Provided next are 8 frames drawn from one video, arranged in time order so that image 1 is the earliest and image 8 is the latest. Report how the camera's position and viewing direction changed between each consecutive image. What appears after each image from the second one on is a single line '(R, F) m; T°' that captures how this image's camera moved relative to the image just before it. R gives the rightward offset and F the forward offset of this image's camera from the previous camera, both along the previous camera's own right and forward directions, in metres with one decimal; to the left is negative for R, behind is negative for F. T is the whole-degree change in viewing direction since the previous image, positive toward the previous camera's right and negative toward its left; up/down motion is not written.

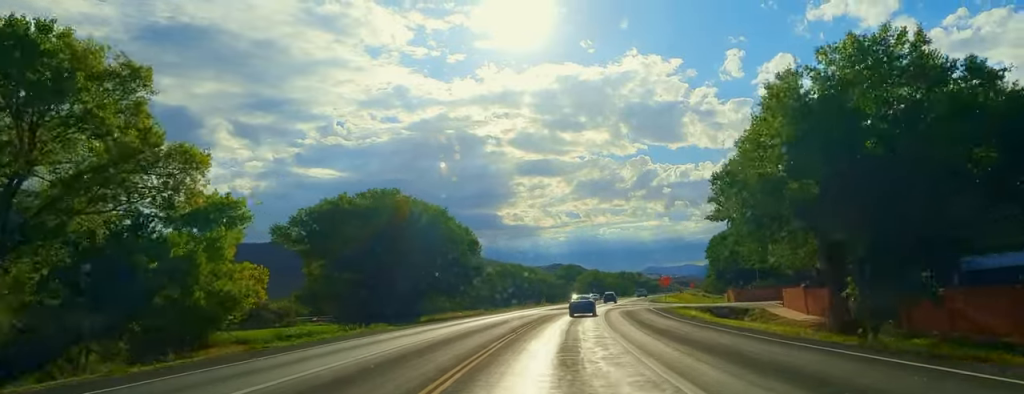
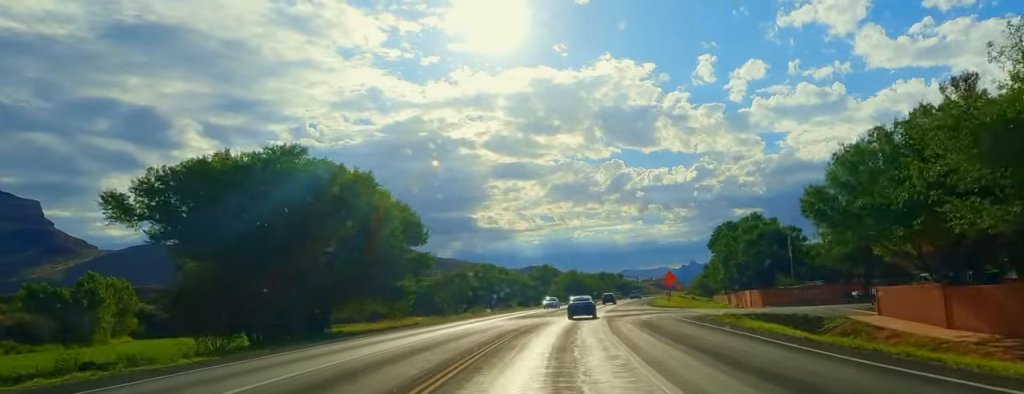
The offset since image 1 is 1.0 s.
(+0.4, +23.1) m; +2°
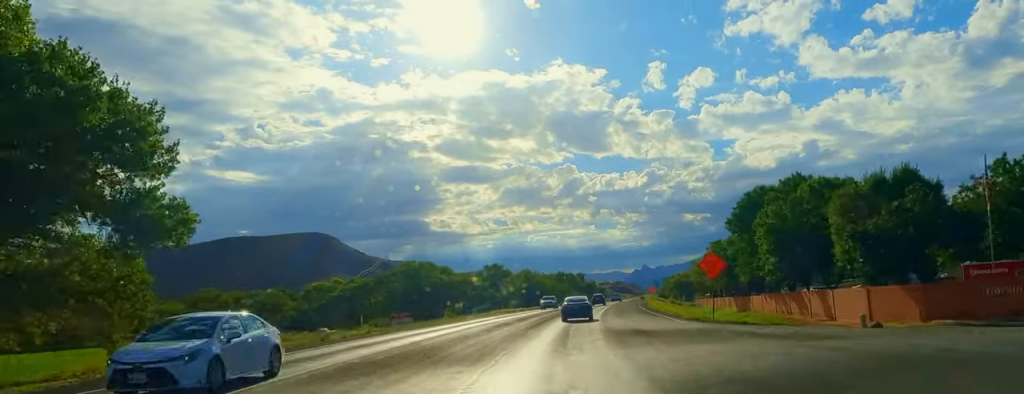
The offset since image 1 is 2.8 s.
(+0.3, +38.7) m; +3°
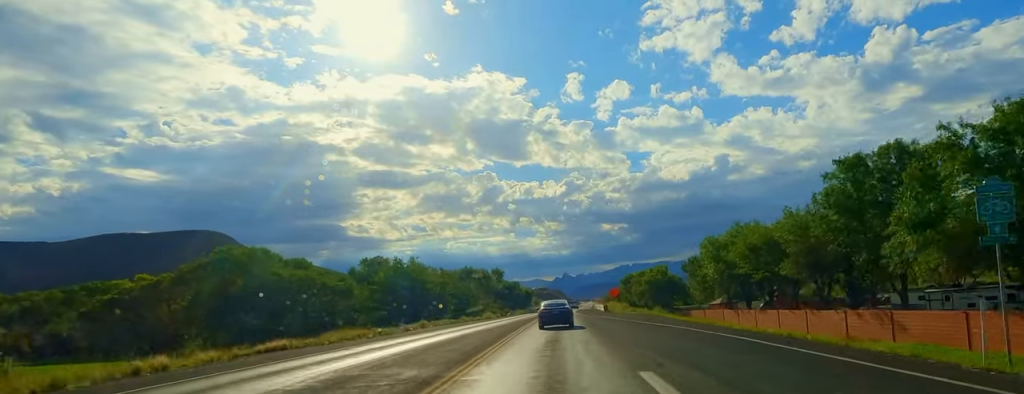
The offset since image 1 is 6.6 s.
(+4.5, +76.3) m; +5°
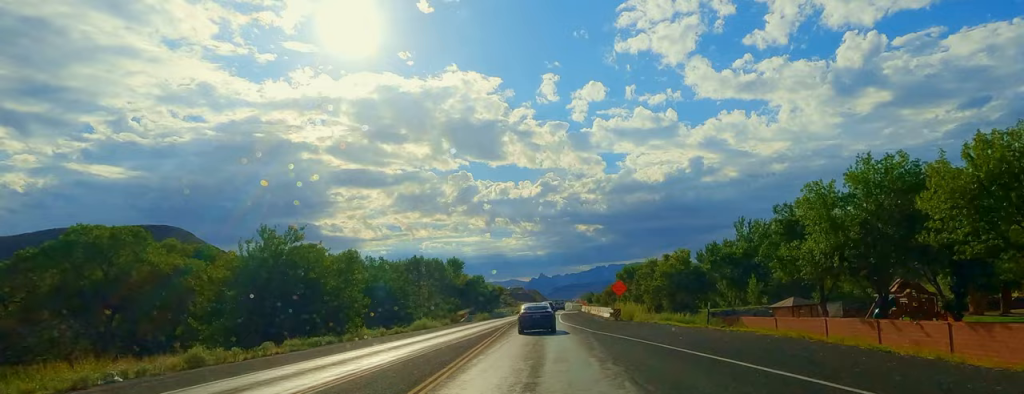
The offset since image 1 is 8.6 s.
(+0.6, +36.8) m; +1°
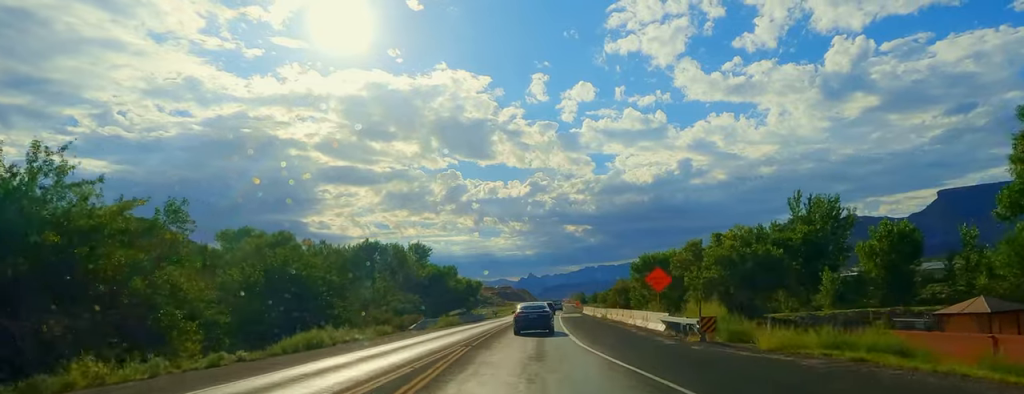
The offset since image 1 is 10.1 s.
(+0.1, +27.8) m; 0°
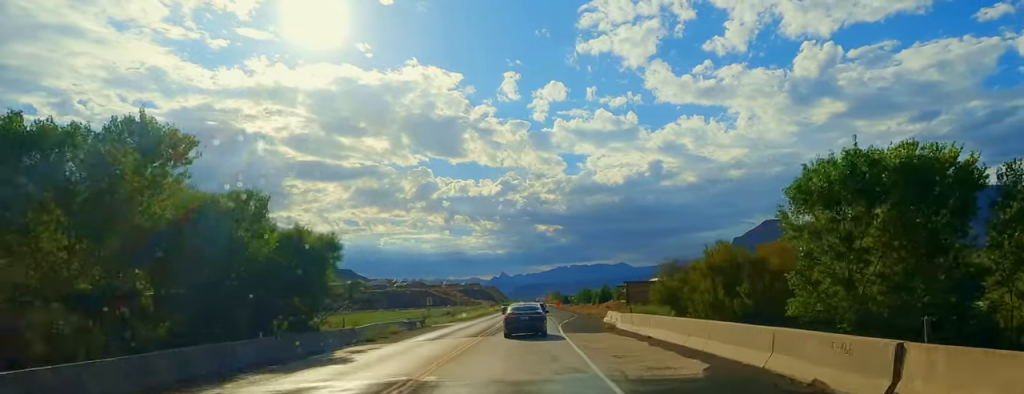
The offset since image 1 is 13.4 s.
(+0.3, +60.1) m; +1°
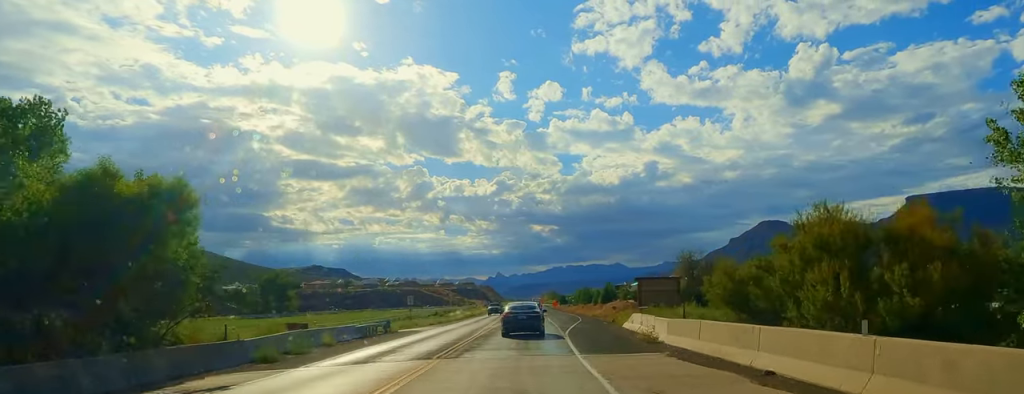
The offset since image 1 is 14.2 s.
(+0.1, +14.0) m; +1°
